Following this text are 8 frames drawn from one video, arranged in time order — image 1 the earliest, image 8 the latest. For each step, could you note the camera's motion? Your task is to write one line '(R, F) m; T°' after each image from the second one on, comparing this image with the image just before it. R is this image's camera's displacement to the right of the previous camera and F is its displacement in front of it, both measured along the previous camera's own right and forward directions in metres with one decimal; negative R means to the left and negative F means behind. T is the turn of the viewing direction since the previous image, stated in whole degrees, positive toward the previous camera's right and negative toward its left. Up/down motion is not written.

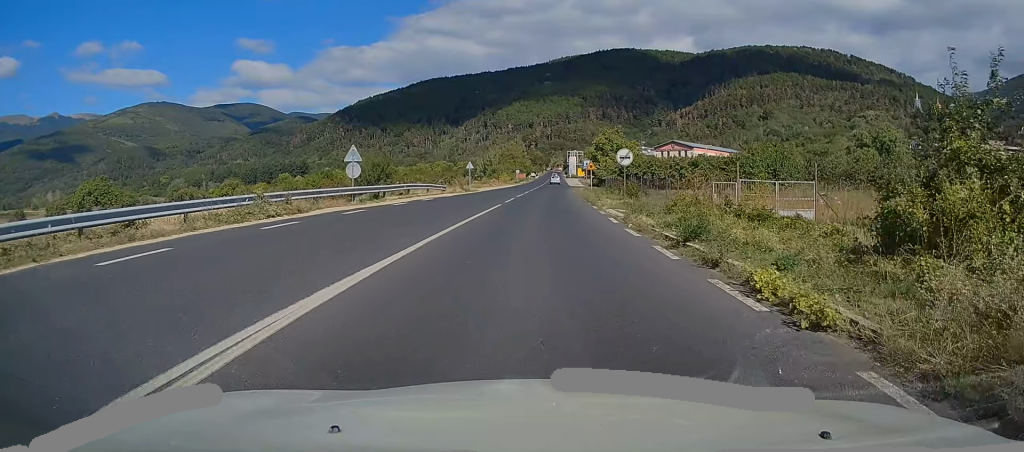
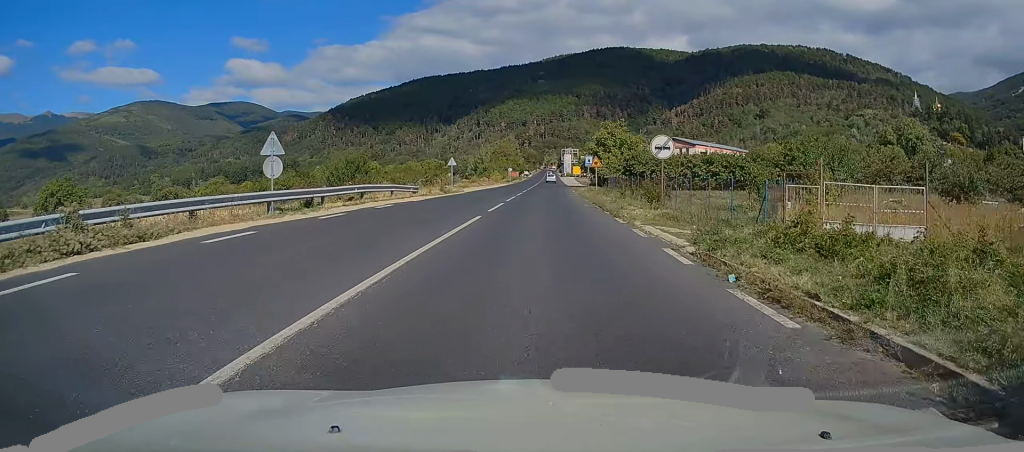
(+0.2, +8.6) m; 0°
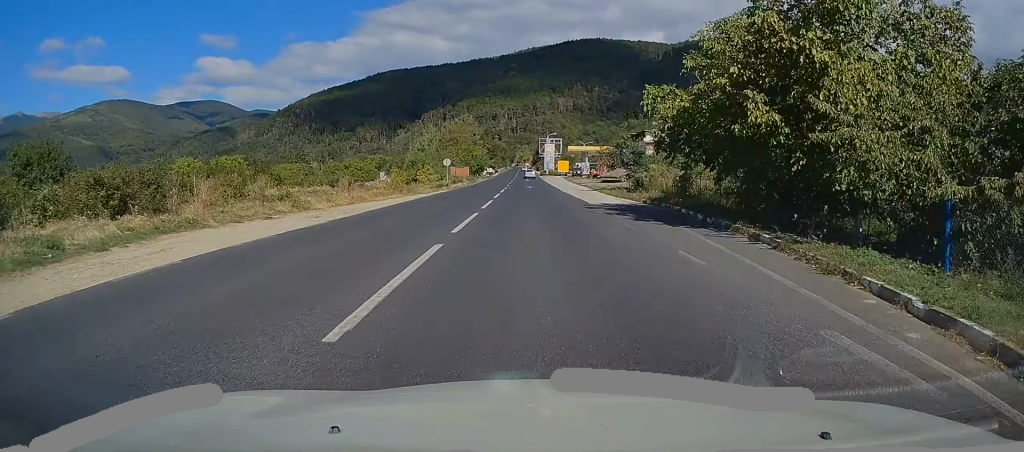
(+1.0, +59.6) m; +1°
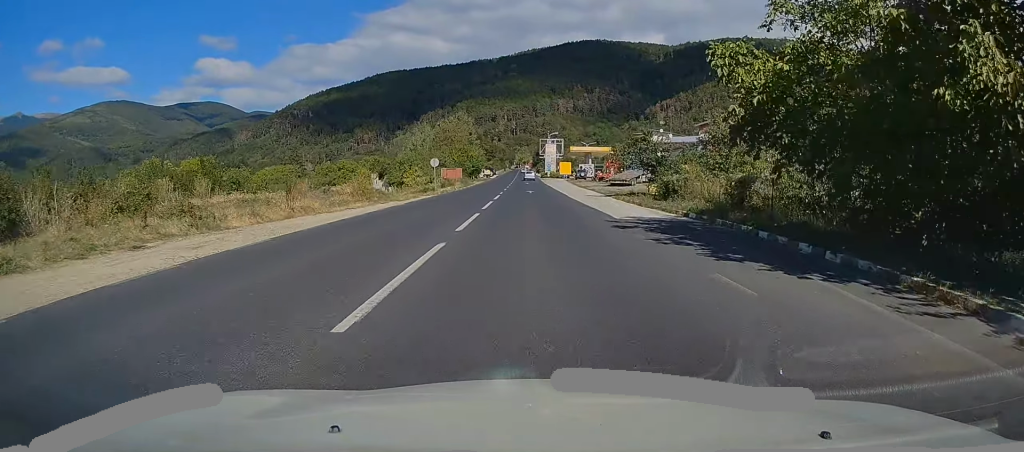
(0.0, +7.9) m; 0°
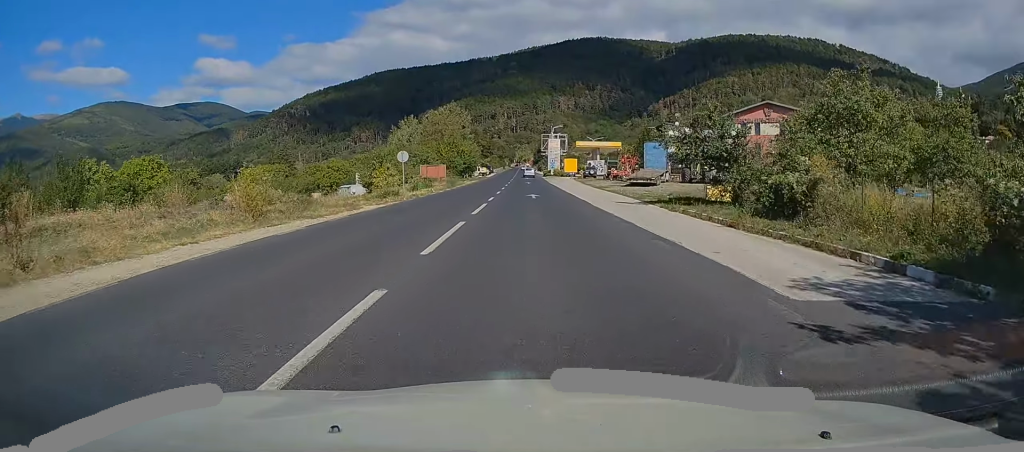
(-0.1, +13.4) m; 0°
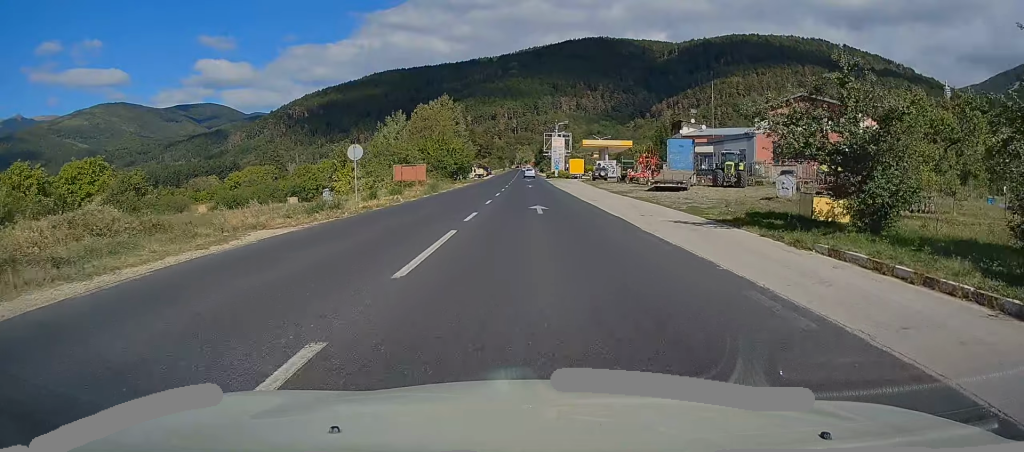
(+0.1, +11.0) m; -1°
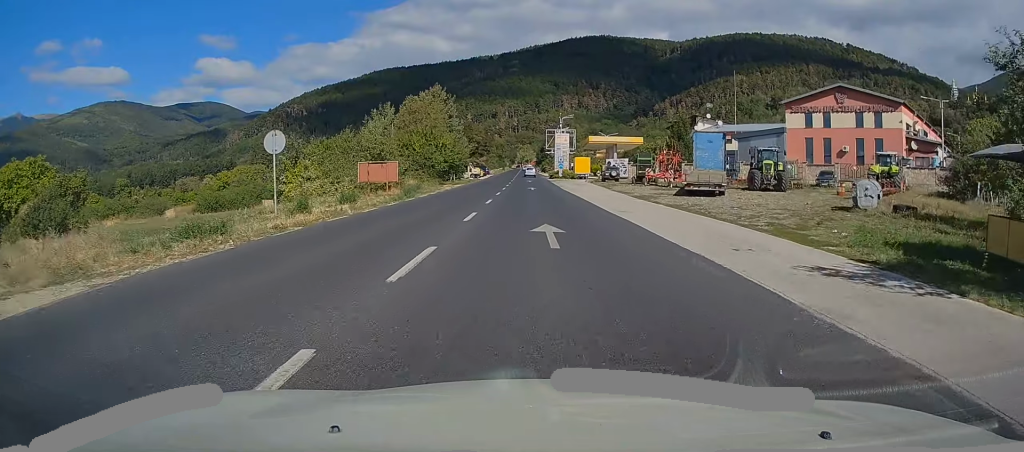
(+0.1, +9.1) m; 0°
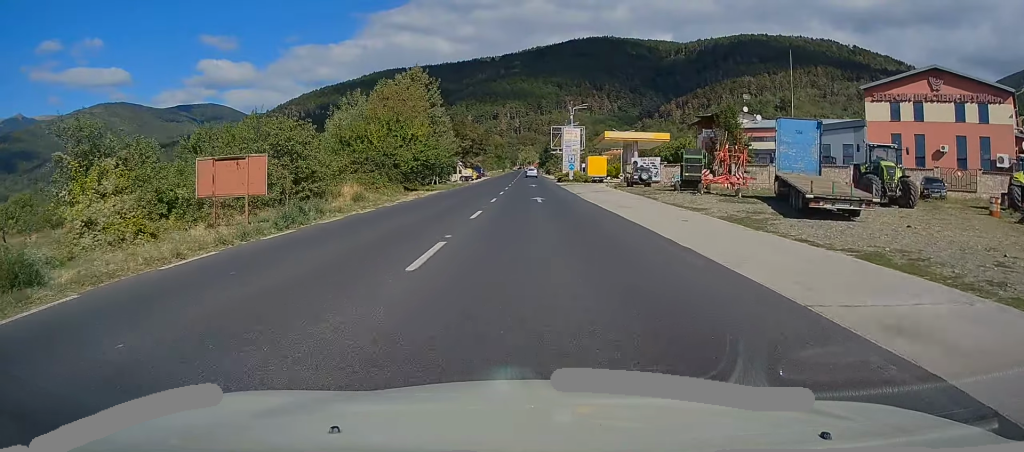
(-0.4, +16.7) m; -1°
